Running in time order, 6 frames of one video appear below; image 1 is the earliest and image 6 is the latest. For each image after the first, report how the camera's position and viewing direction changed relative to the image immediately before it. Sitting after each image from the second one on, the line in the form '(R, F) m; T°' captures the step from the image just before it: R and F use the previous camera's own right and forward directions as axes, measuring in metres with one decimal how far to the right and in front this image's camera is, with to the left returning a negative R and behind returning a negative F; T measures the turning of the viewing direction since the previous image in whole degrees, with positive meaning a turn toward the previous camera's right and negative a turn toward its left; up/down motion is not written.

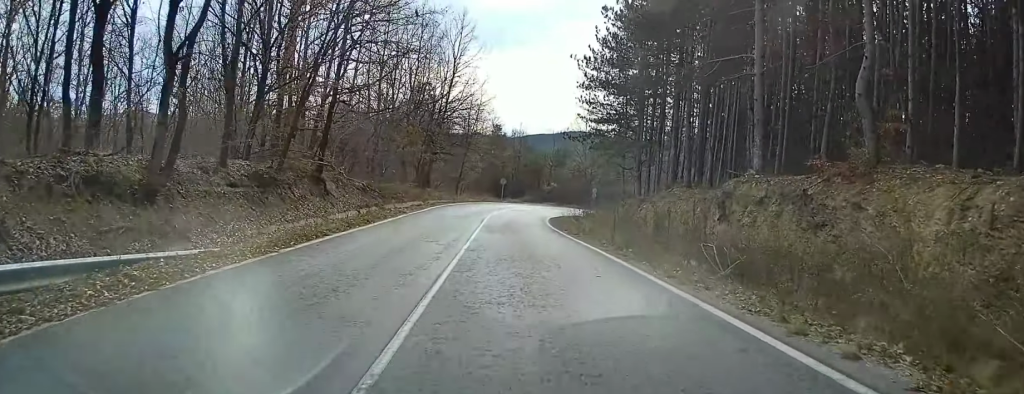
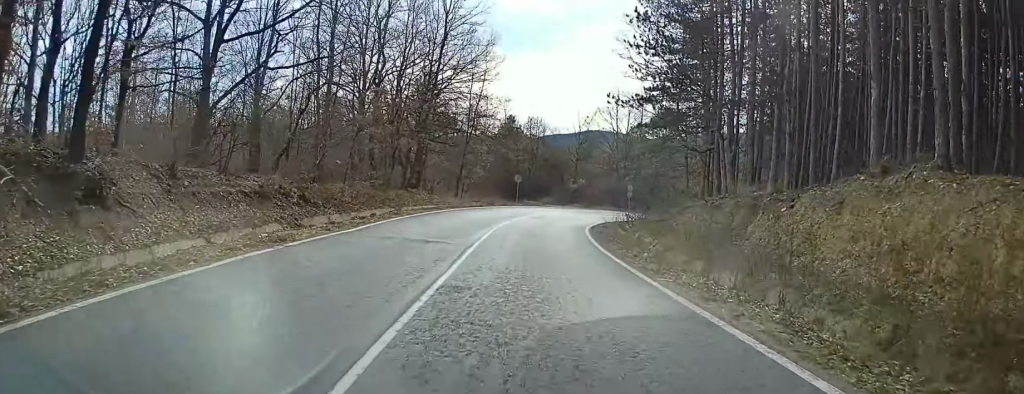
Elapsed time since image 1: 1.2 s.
(-0.4, +17.2) m; -2°
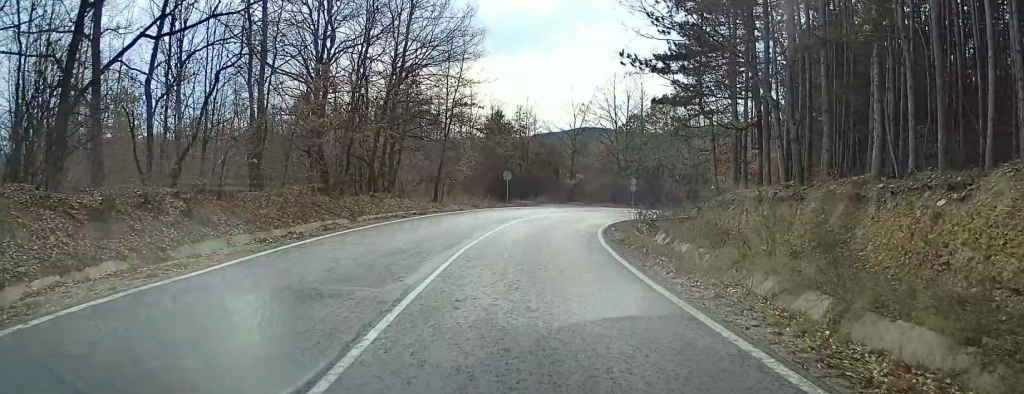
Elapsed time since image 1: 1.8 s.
(-0.1, +8.1) m; +1°
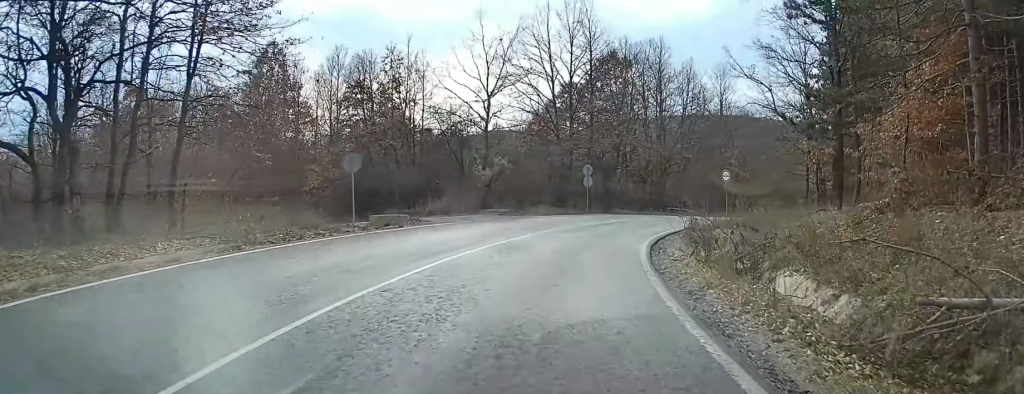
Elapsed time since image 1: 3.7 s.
(+1.2, +27.8) m; +7°
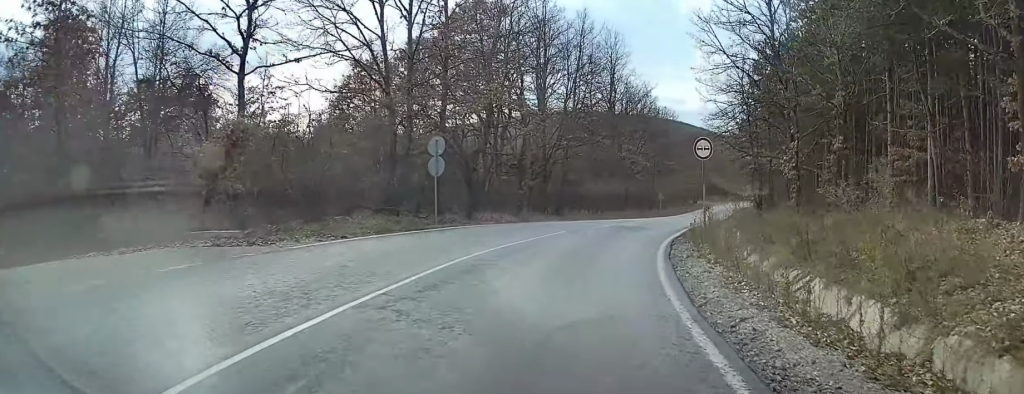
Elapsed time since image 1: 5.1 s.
(+1.4, +19.7) m; +12°
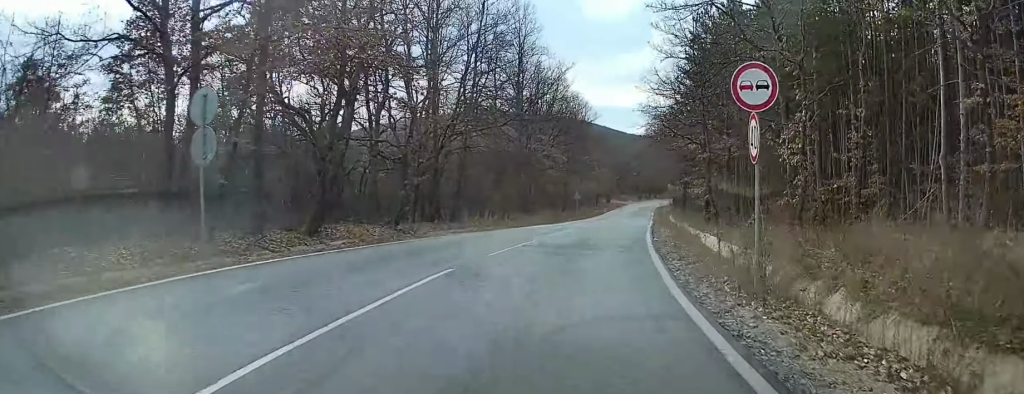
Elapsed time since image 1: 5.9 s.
(+1.1, +11.5) m; +8°
